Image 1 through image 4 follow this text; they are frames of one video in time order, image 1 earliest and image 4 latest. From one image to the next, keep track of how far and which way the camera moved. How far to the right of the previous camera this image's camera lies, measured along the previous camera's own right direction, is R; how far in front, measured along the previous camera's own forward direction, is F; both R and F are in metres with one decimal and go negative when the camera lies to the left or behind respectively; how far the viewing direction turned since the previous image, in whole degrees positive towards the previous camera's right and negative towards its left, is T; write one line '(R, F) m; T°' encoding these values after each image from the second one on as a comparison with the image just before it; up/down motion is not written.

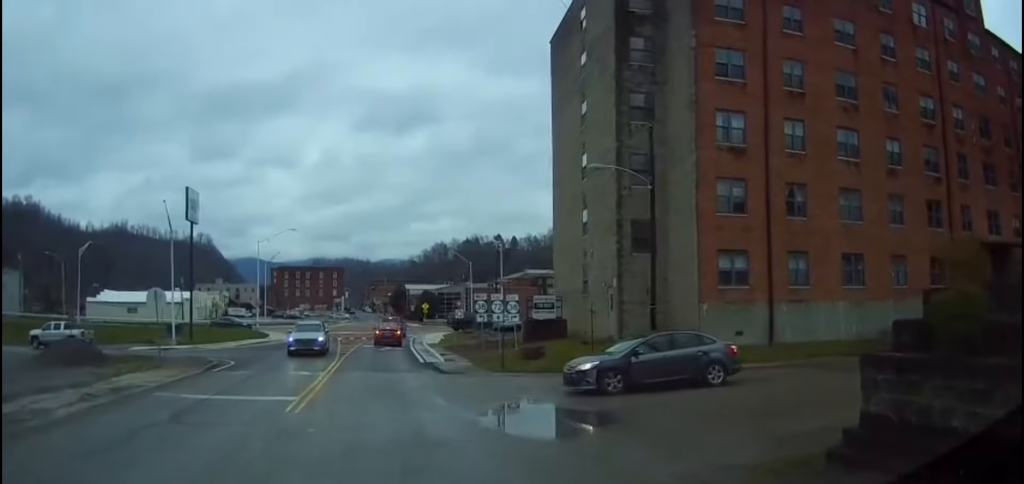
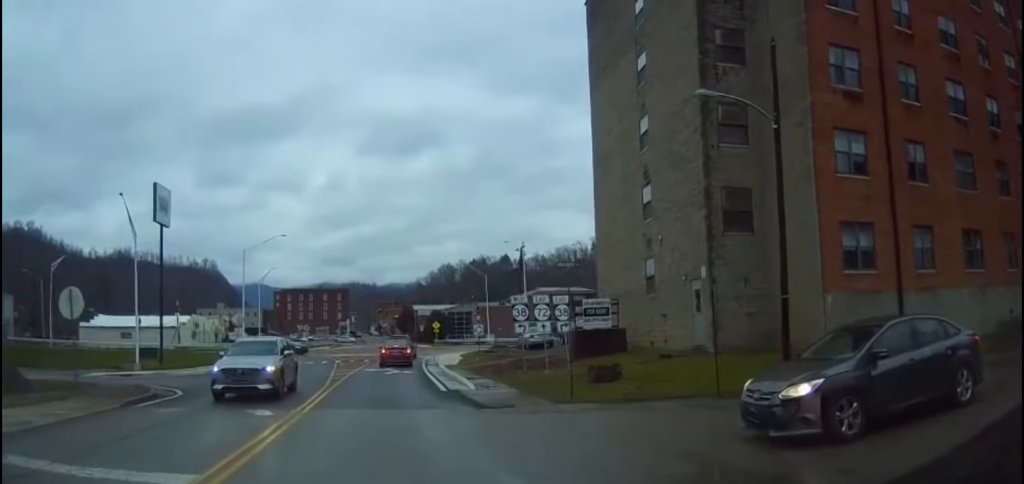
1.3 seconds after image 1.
(-0.4, +8.1) m; -6°
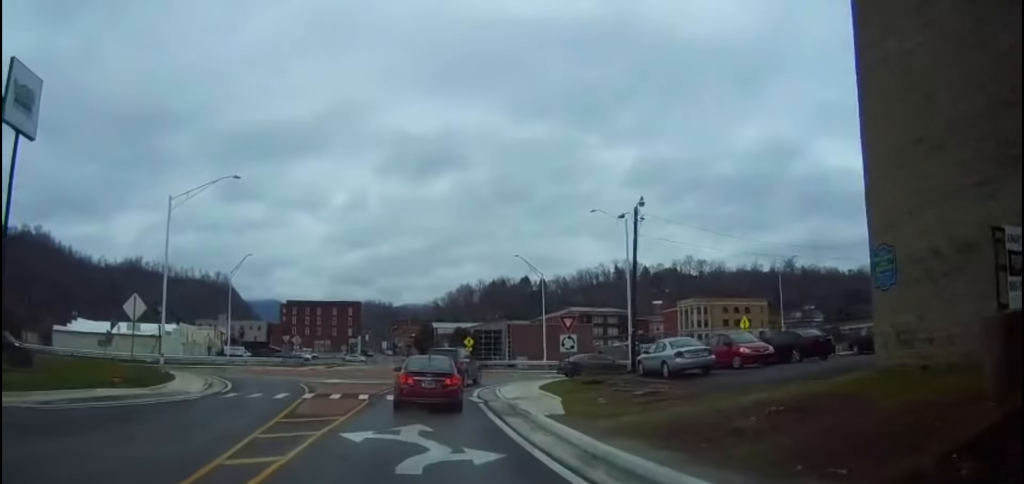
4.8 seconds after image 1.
(+1.0, +21.5) m; +3°
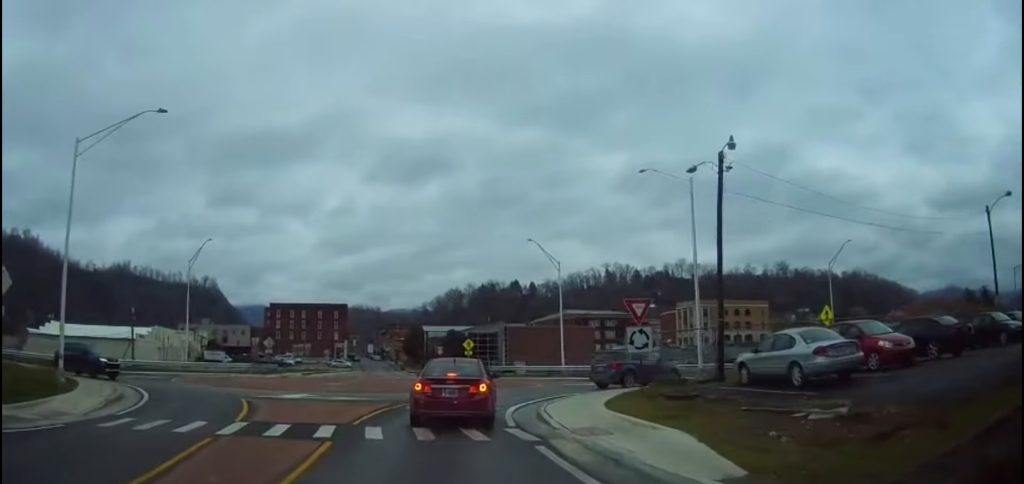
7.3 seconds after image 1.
(-0.7, +10.3) m; +1°
